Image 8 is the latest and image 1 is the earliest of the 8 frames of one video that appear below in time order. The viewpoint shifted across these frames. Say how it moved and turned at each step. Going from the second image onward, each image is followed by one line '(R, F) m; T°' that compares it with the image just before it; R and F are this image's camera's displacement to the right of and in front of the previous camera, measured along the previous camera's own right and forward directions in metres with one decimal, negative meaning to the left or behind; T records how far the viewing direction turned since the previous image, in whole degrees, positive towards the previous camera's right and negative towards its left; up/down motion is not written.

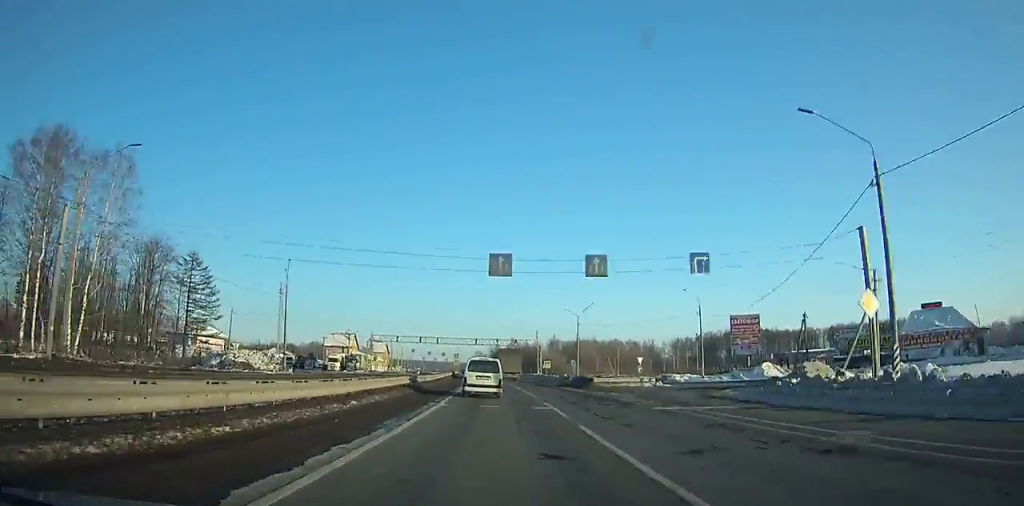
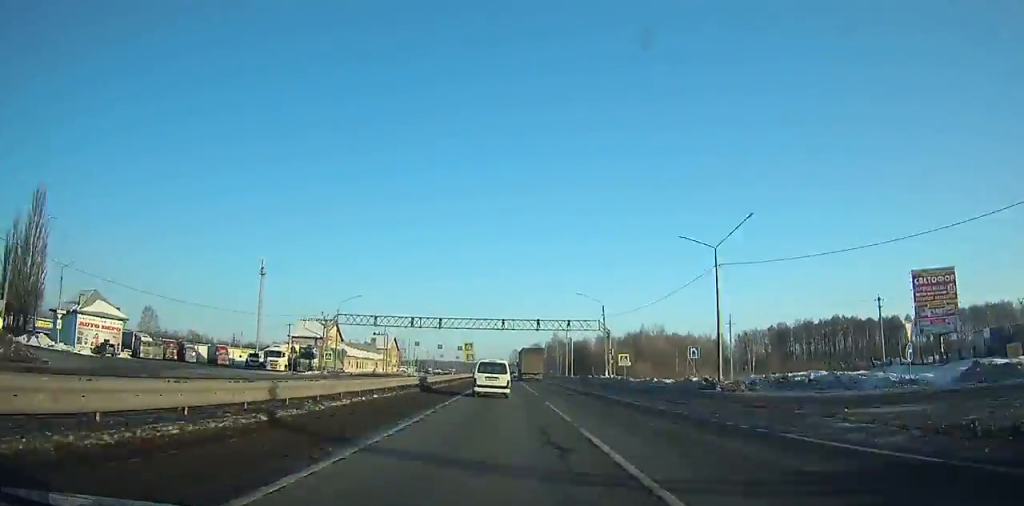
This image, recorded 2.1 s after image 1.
(-1.2, +52.1) m; -2°
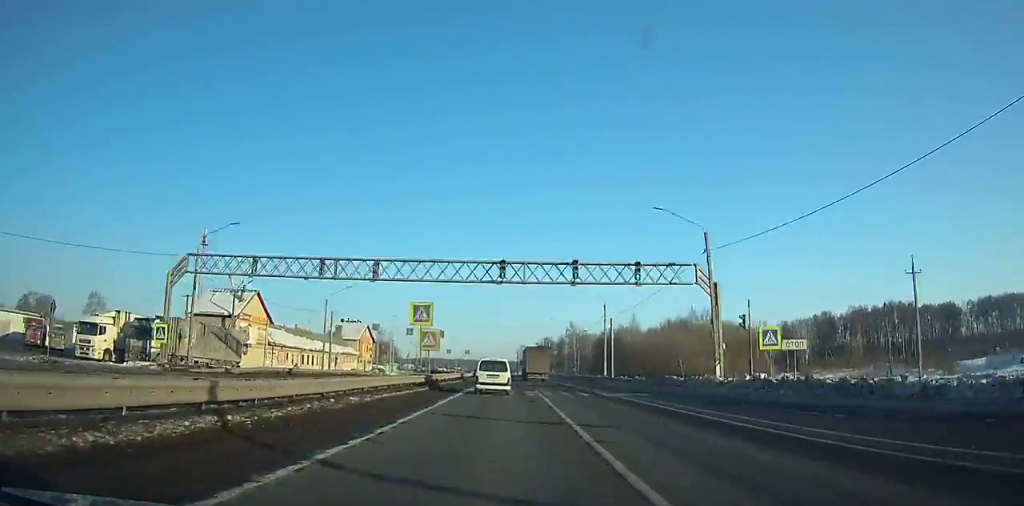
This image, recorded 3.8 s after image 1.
(-0.5, +41.8) m; -1°
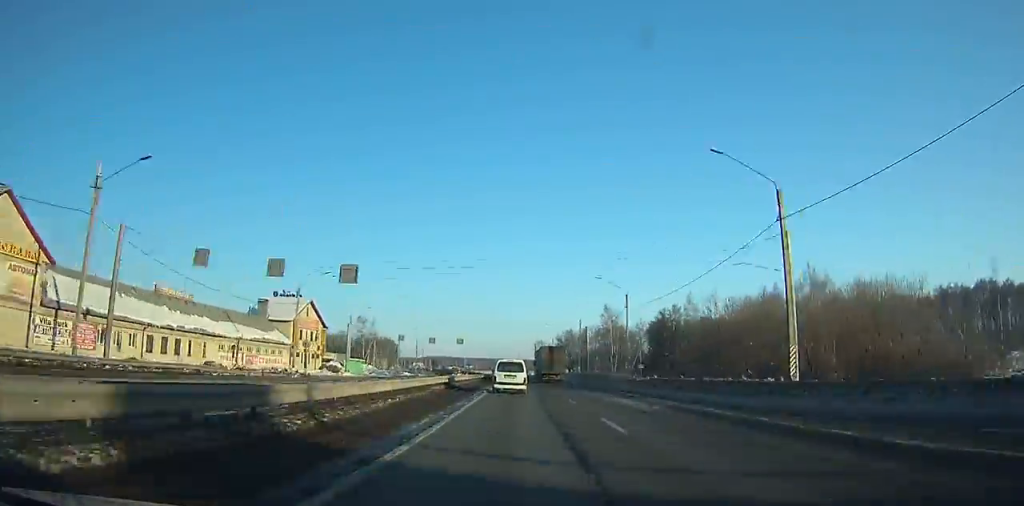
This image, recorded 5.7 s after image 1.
(-0.2, +46.3) m; -1°
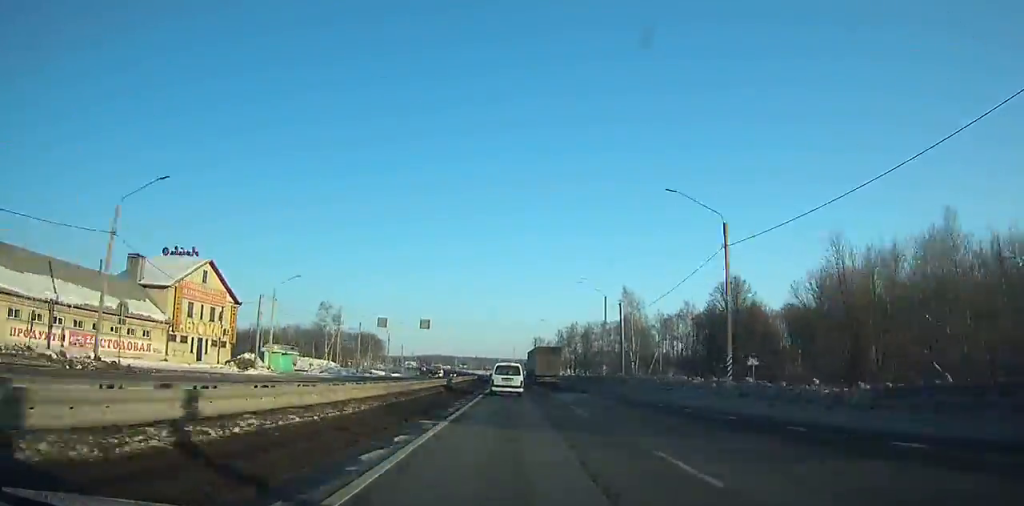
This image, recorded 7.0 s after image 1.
(-0.4, +31.3) m; -1°
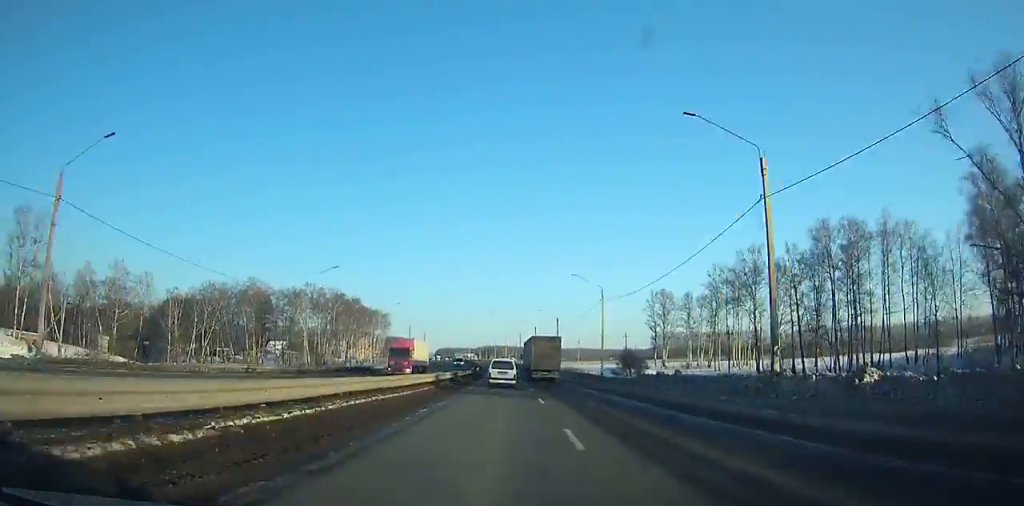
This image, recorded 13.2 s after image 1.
(-7.7, +147.0) m; -6°
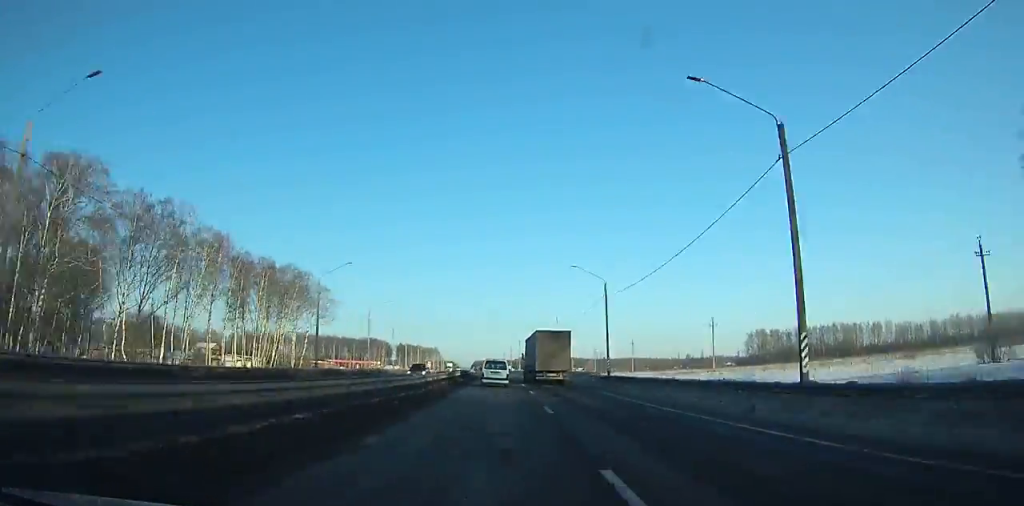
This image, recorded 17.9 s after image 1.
(-3.4, +106.6) m; -4°
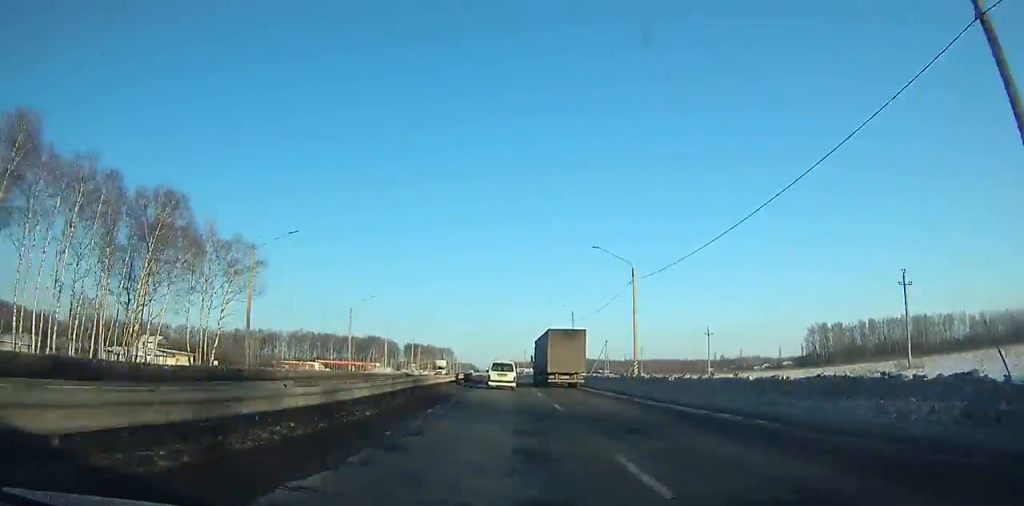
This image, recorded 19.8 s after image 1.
(-0.8, +41.2) m; -1°
